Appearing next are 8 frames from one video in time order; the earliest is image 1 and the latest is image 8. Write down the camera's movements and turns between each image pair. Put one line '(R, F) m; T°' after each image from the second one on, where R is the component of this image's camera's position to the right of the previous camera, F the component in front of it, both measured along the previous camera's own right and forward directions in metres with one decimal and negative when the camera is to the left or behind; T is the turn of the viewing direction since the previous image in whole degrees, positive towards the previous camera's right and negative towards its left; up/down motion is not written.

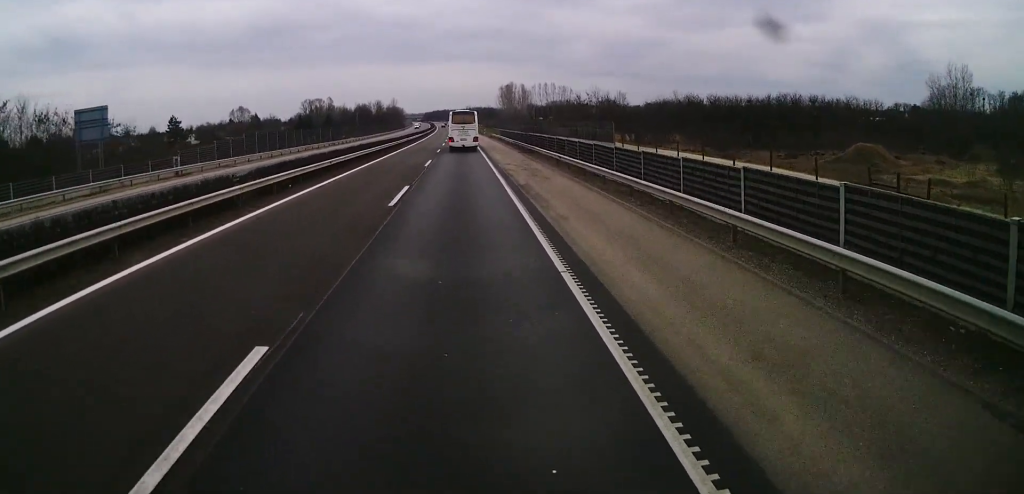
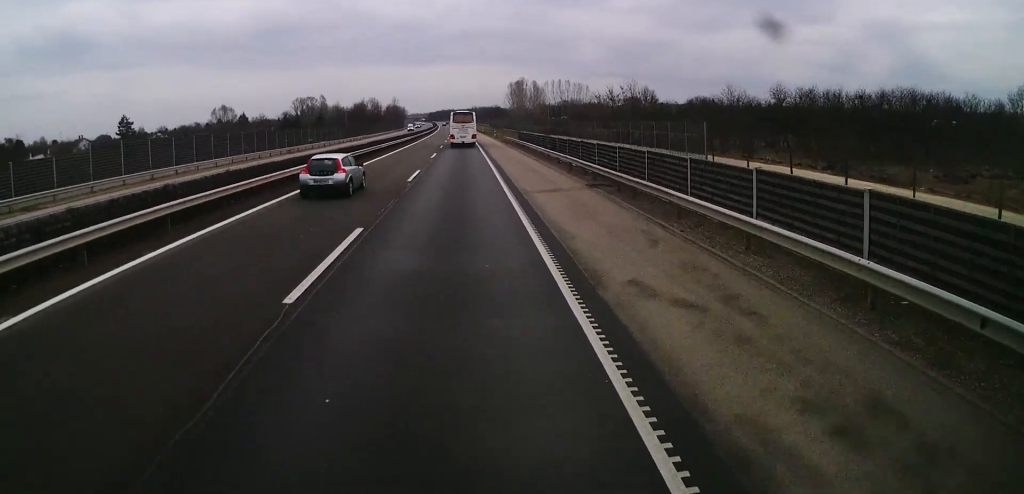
(+0.2, +28.7) m; +1°
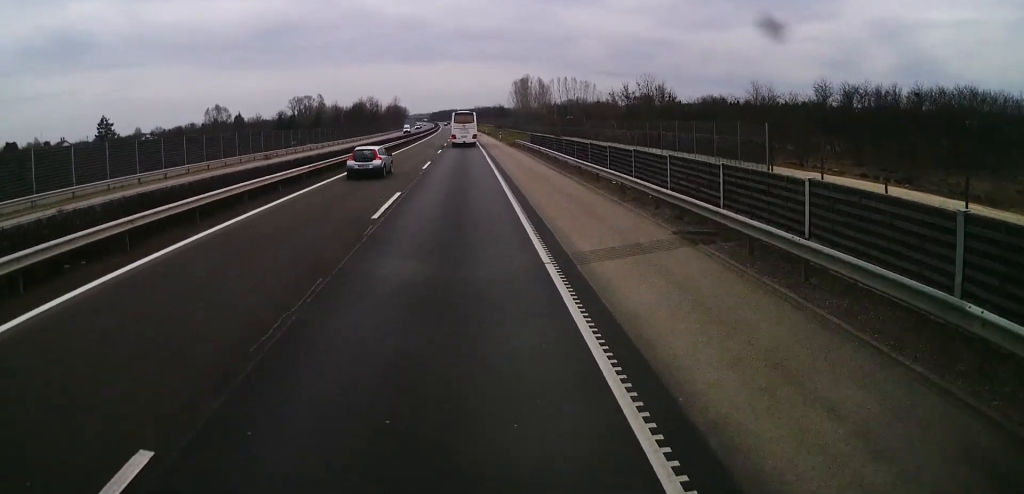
(0.0, +10.2) m; 0°
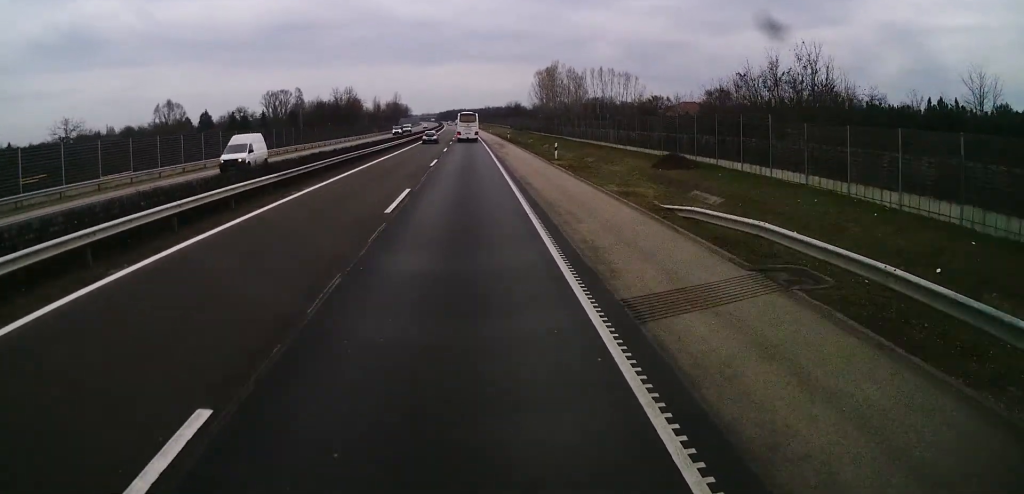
(-1.0, +53.8) m; -2°
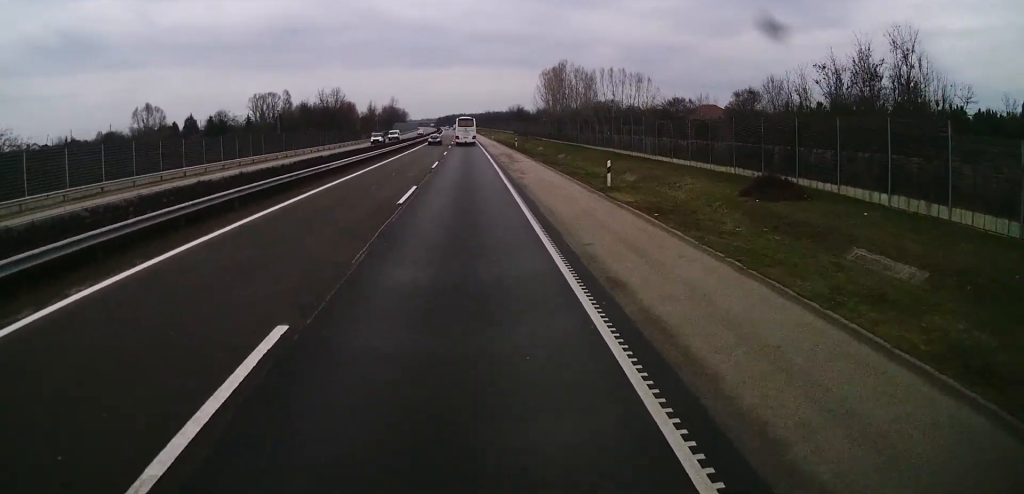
(-0.1, +15.7) m; 0°
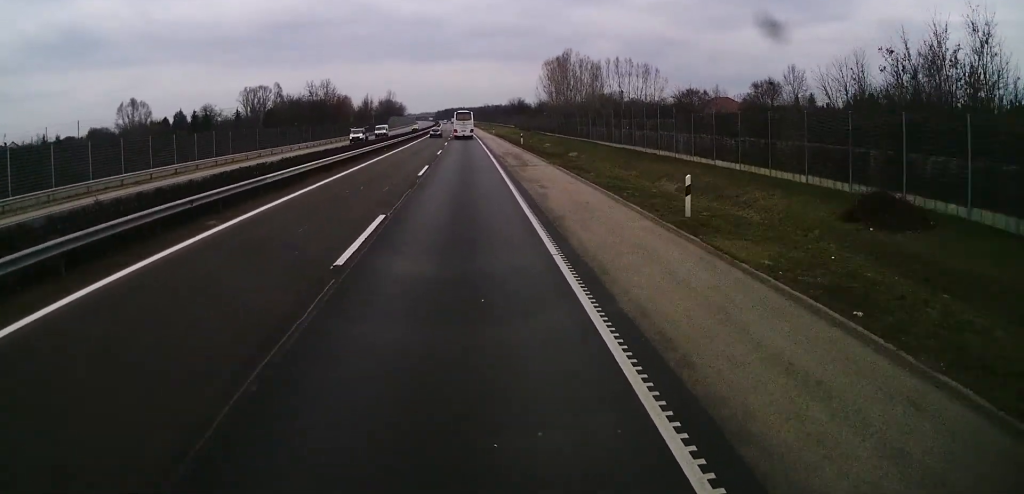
(-0.1, +9.4) m; 0°
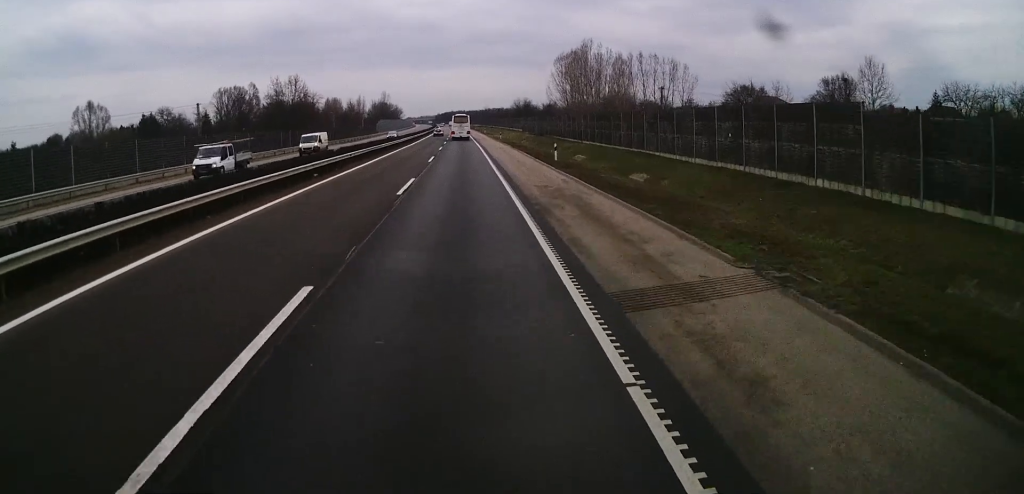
(+0.2, +25.9) m; 0°
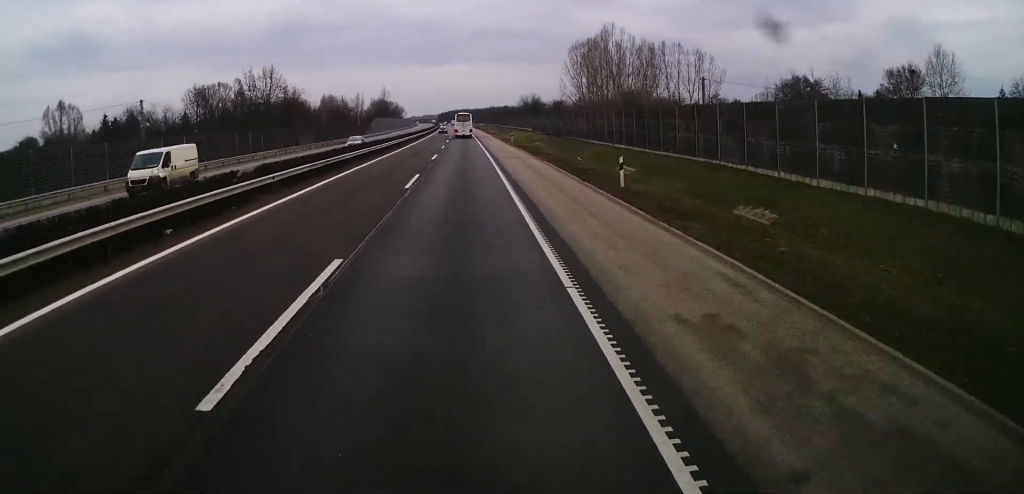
(-0.1, +16.5) m; 0°
